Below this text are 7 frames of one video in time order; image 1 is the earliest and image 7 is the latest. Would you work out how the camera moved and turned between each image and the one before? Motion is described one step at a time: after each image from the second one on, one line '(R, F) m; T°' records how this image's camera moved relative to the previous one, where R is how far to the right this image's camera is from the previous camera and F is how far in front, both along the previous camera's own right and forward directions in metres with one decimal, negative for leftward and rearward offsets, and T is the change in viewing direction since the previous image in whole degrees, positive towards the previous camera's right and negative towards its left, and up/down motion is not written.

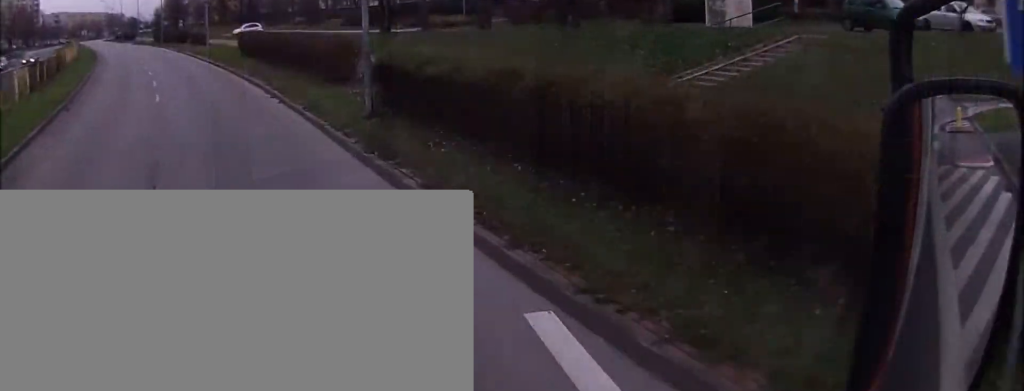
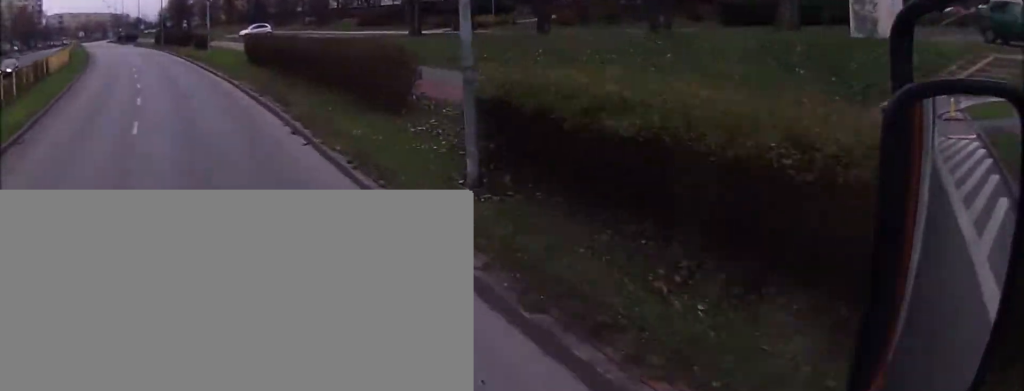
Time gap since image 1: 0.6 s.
(+0.2, +6.2) m; 0°
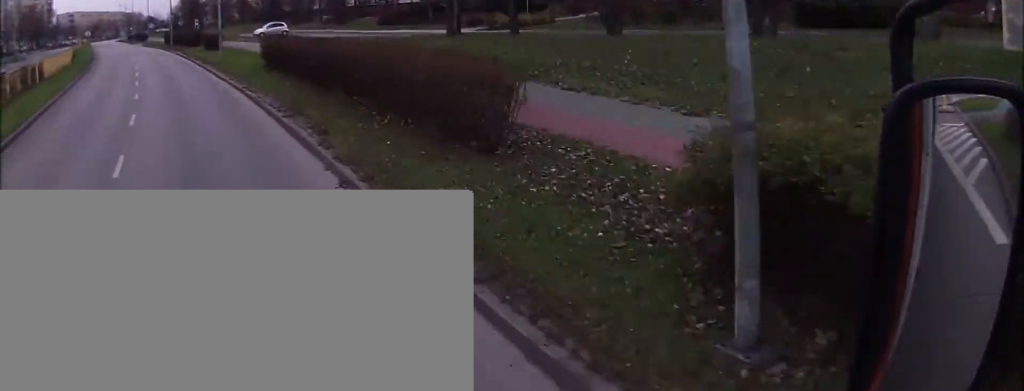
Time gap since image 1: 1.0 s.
(+0.2, +4.5) m; +1°
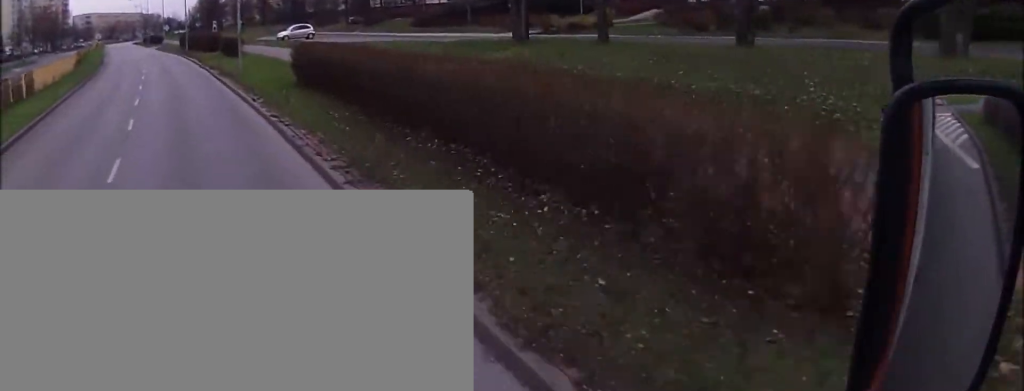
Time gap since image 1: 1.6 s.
(-0.1, +5.8) m; -2°
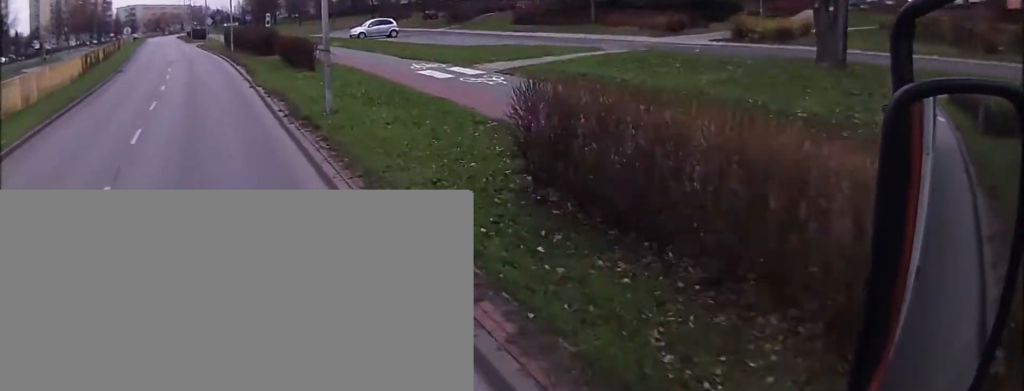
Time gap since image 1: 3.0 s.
(-0.5, +14.2) m; -4°
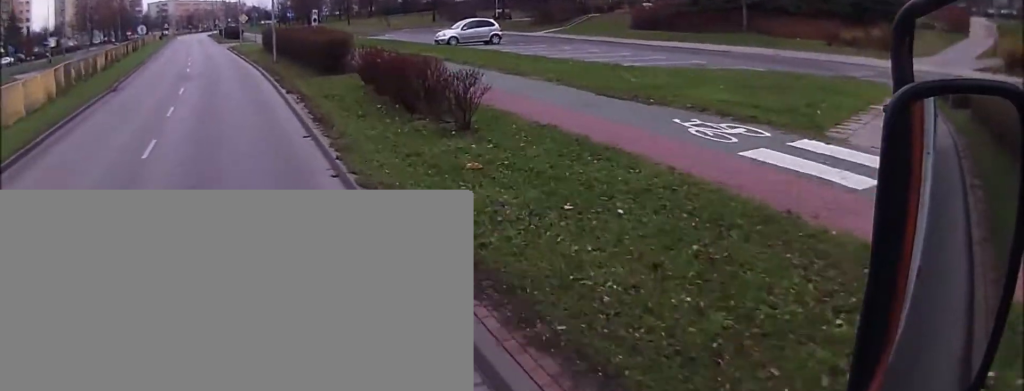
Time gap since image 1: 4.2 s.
(-0.5, +13.6) m; -6°
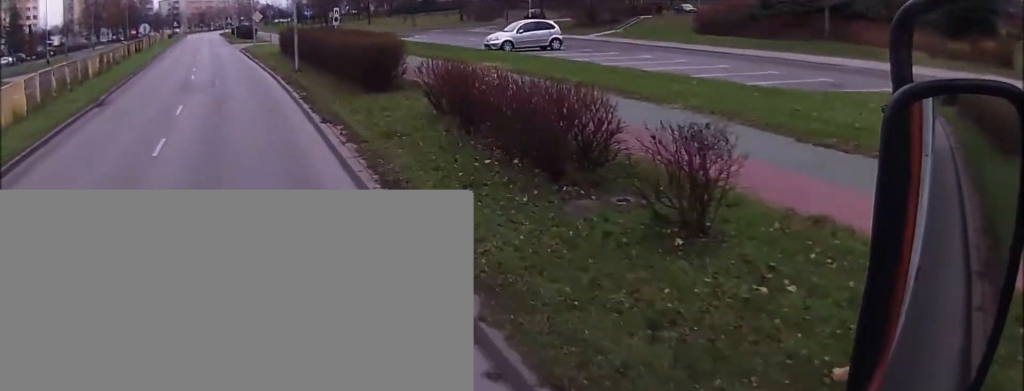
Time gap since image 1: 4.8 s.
(-0.3, +5.8) m; -2°
